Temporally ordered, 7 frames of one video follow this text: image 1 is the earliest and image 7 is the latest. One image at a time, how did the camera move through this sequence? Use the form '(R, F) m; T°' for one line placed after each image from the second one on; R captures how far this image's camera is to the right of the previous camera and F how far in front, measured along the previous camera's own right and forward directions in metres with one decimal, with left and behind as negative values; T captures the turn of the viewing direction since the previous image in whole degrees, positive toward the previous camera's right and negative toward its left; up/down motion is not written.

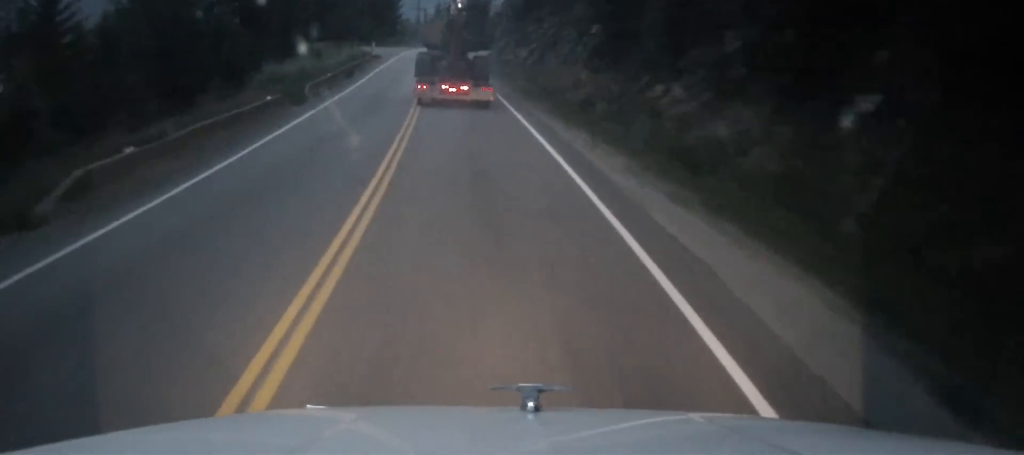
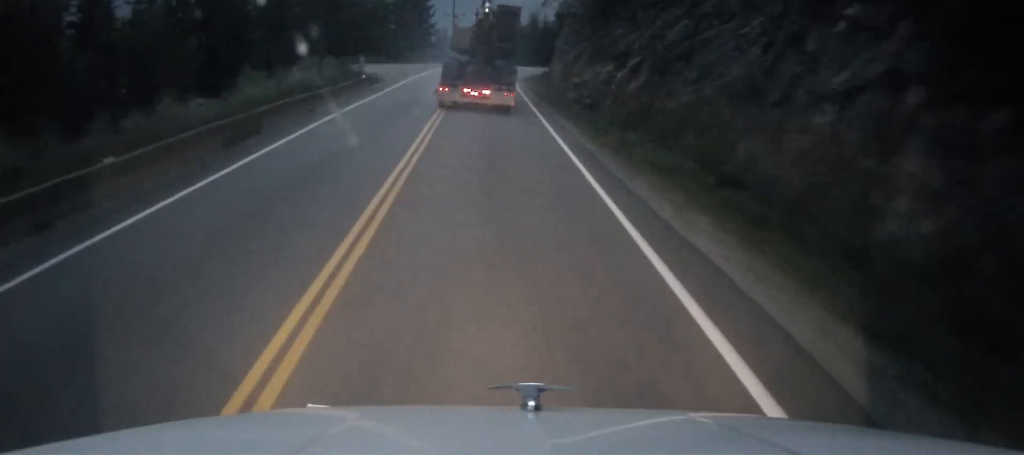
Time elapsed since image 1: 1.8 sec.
(+0.5, +32.3) m; -2°
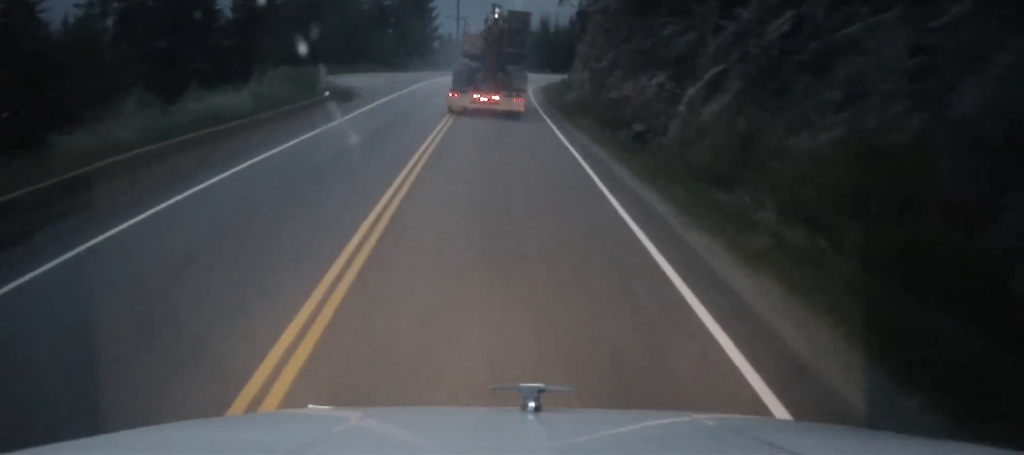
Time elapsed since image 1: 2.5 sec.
(-0.3, +13.5) m; 0°
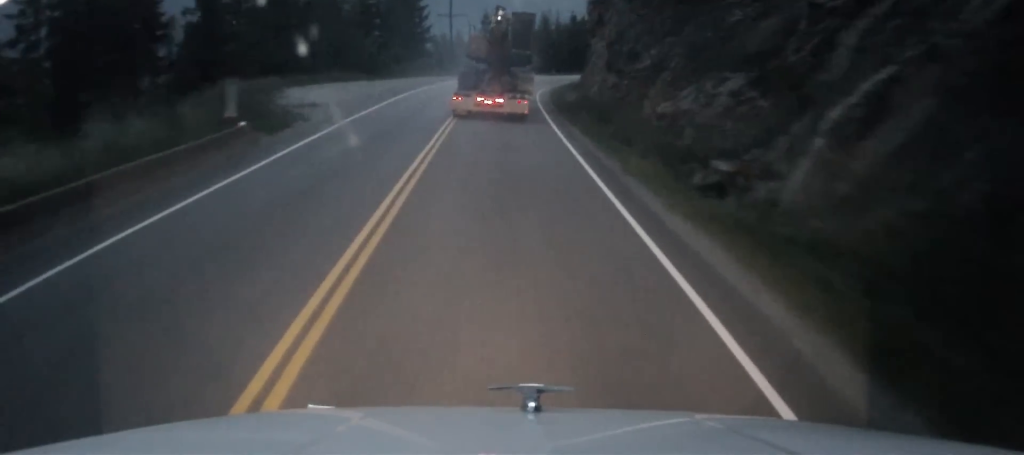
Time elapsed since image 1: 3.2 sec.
(+0.1, +12.3) m; 0°
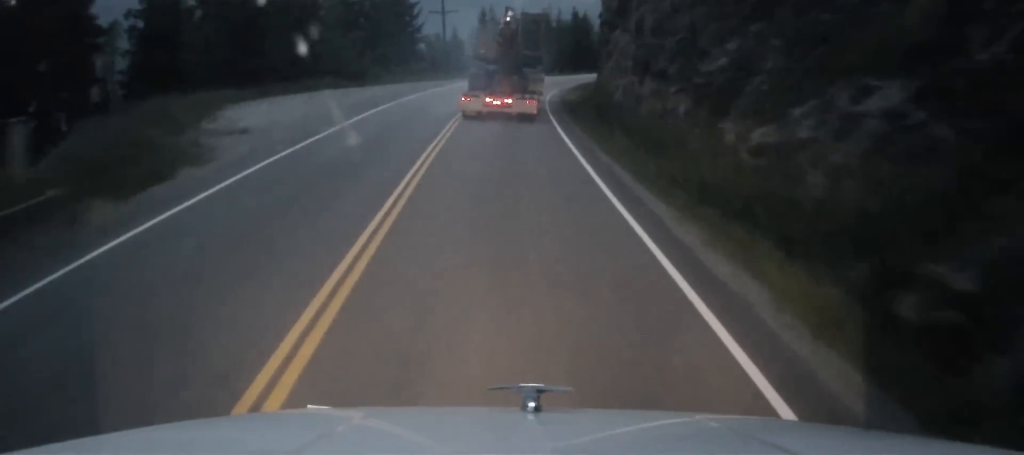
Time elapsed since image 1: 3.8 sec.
(+0.5, +11.1) m; -1°
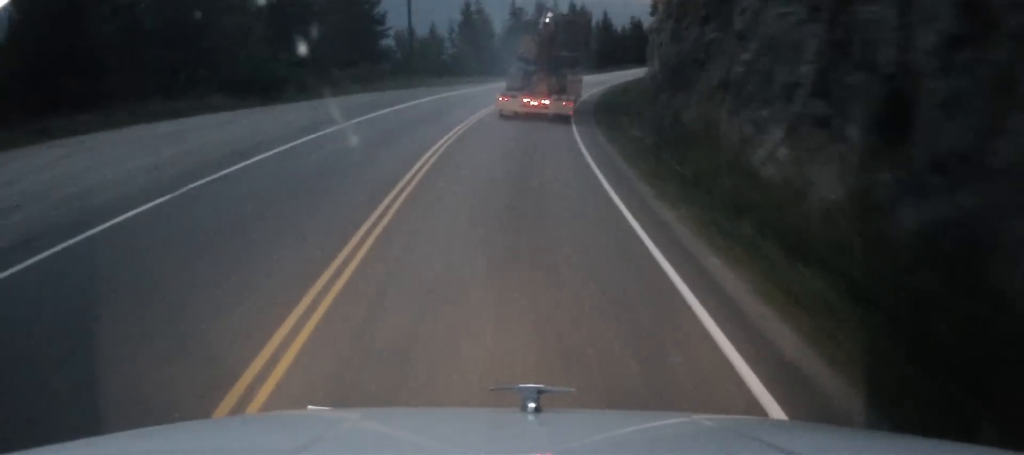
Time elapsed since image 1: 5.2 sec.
(-1.2, +26.8) m; 0°
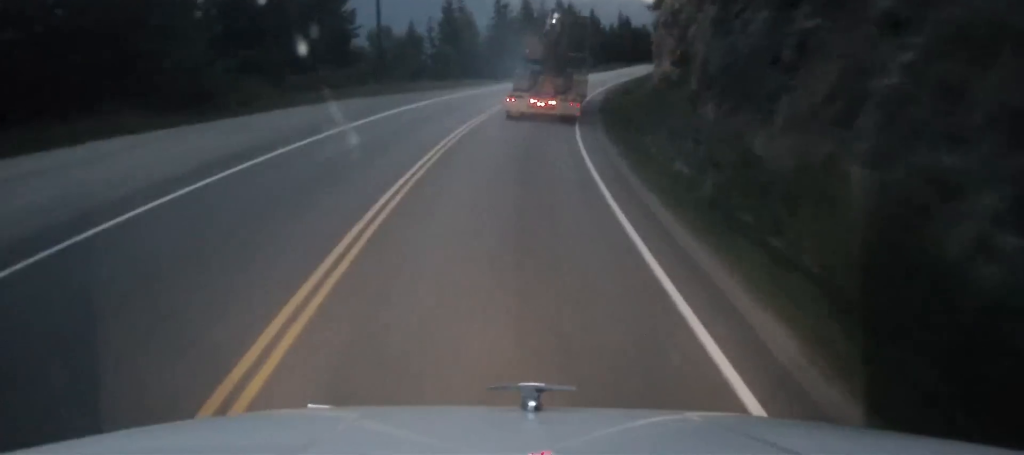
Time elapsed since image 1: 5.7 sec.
(-0.4, +9.4) m; +4°
